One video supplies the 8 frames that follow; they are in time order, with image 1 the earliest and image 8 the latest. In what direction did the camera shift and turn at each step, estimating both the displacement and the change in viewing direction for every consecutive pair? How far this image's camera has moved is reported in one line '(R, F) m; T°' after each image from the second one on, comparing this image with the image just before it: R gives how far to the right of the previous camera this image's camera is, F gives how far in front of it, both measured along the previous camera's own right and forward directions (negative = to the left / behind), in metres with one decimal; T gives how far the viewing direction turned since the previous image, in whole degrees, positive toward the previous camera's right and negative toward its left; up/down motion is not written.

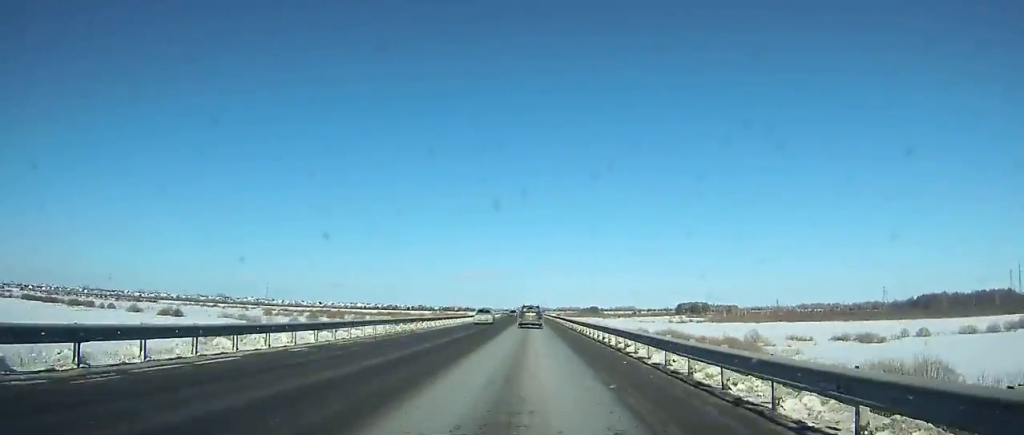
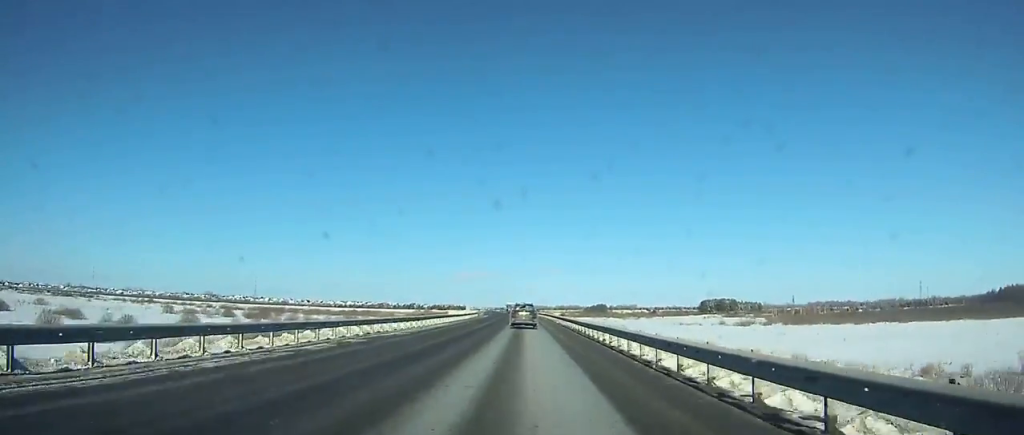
(-0.6, +76.2) m; -1°
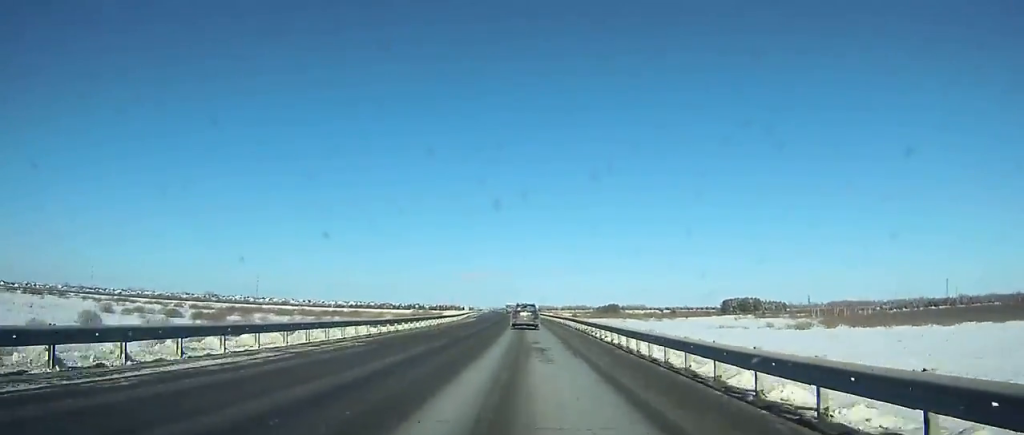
(+0.1, +35.0) m; 0°
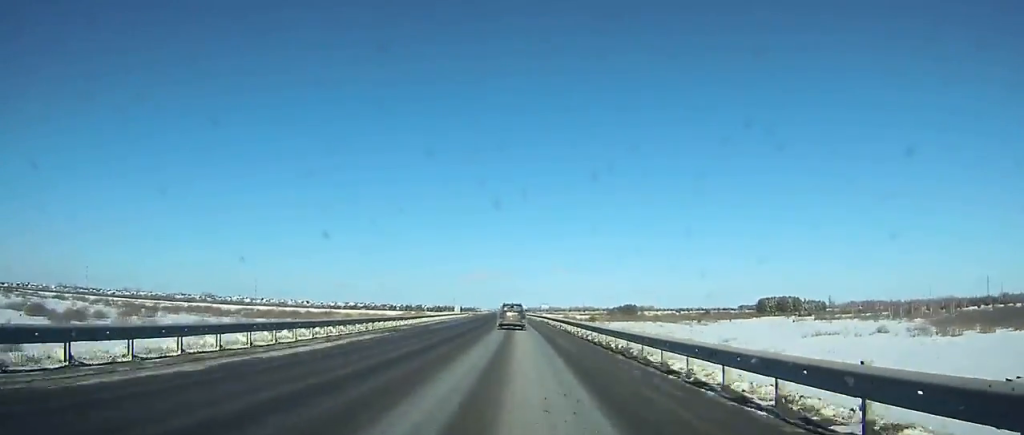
(-0.5, +52.5) m; -1°
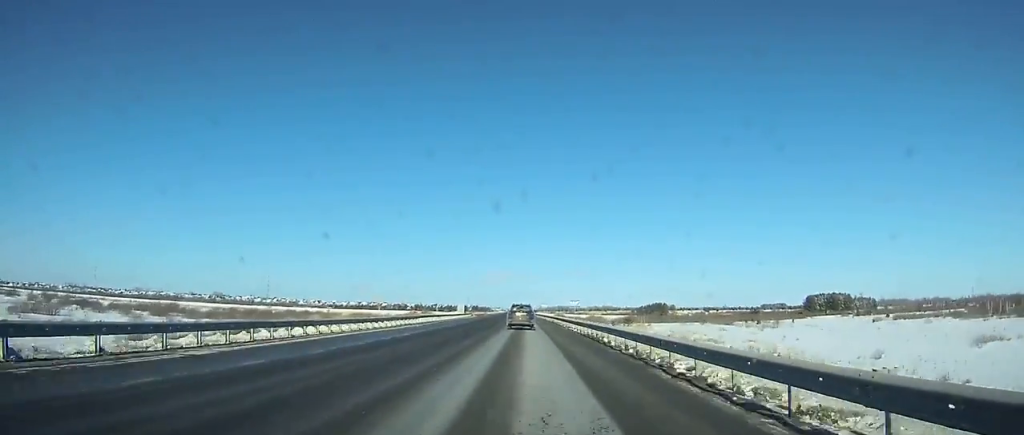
(-0.2, +40.3) m; -1°
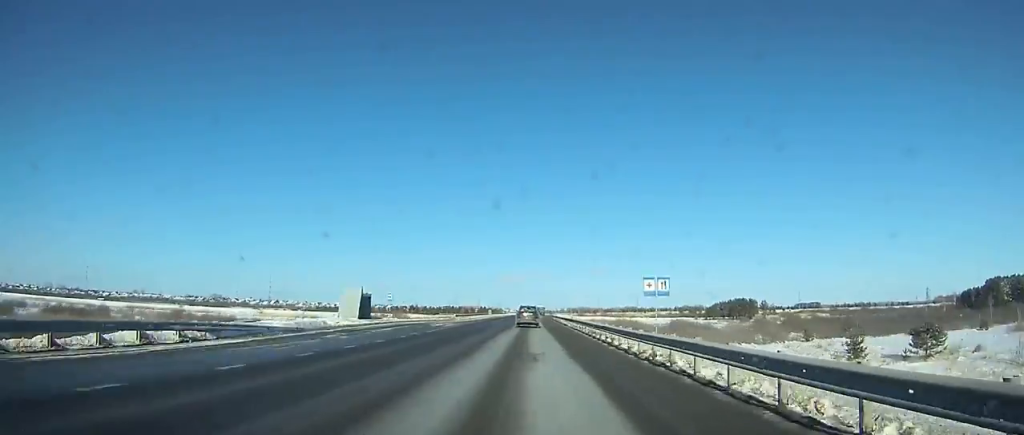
(-2.3, +121.2) m; -2°
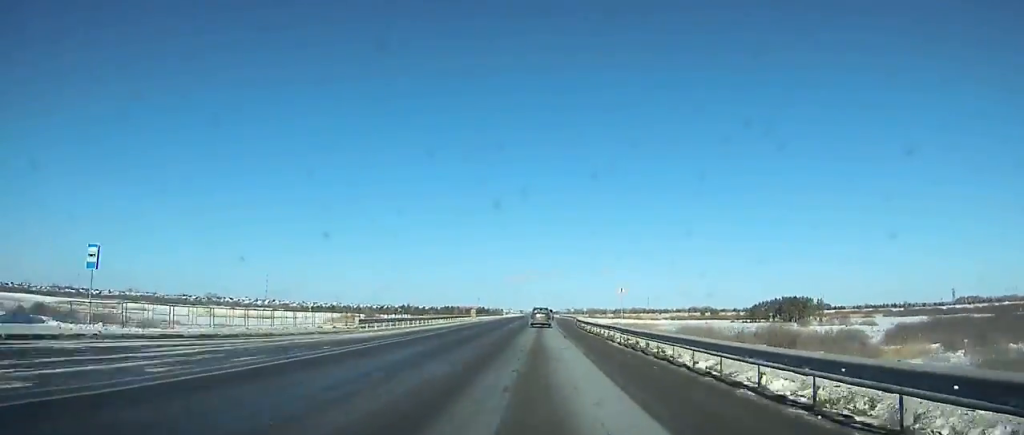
(-0.3, +48.8) m; 0°
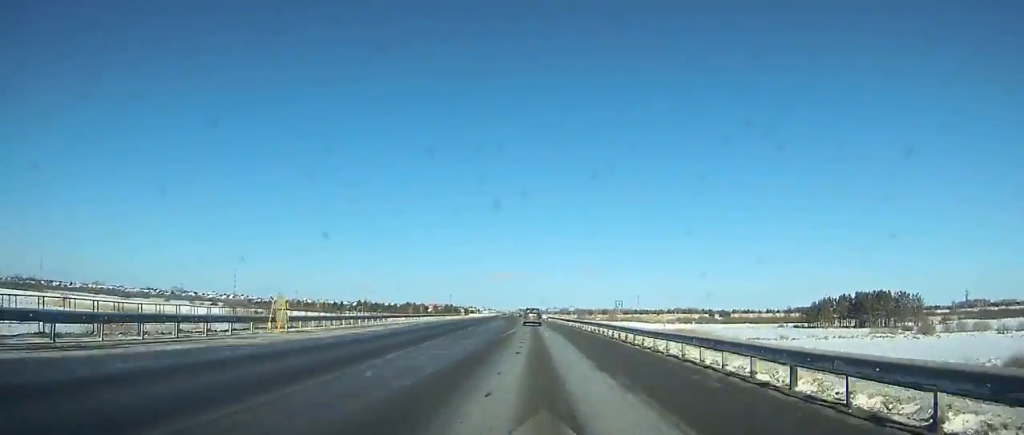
(+0.7, +65.7) m; +1°
